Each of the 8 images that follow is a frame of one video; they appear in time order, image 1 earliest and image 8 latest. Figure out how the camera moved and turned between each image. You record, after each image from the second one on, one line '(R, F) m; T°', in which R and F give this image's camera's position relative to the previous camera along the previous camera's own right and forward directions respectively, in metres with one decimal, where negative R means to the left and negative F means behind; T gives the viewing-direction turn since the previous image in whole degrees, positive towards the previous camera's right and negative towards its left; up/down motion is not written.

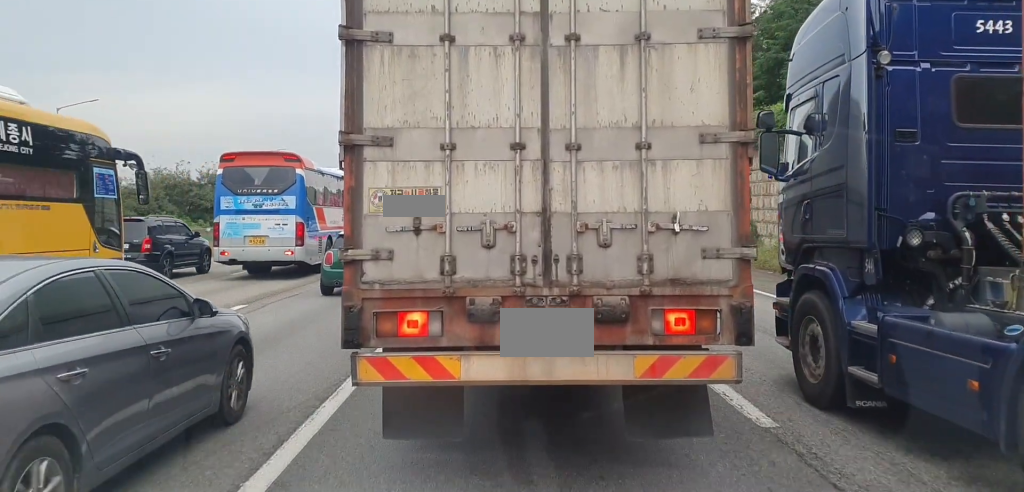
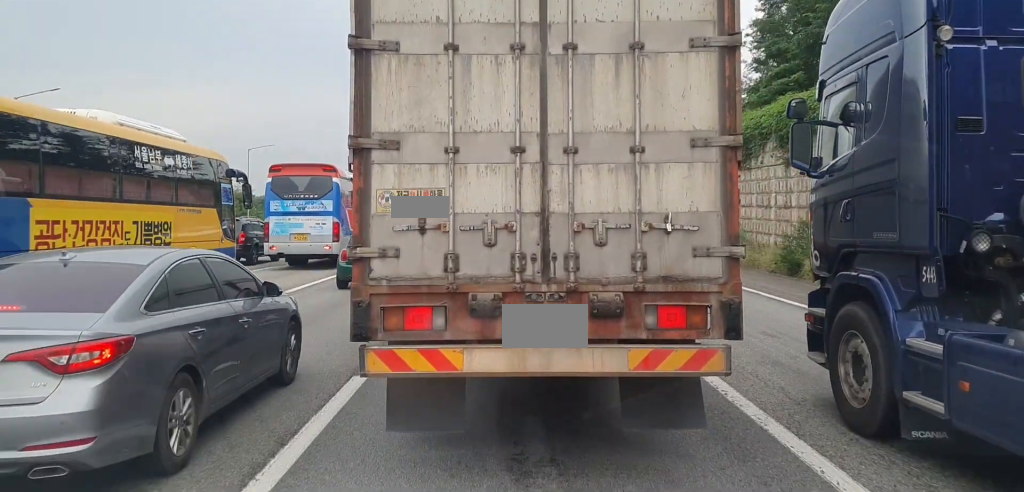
(+0.2, +5.3) m; +1°
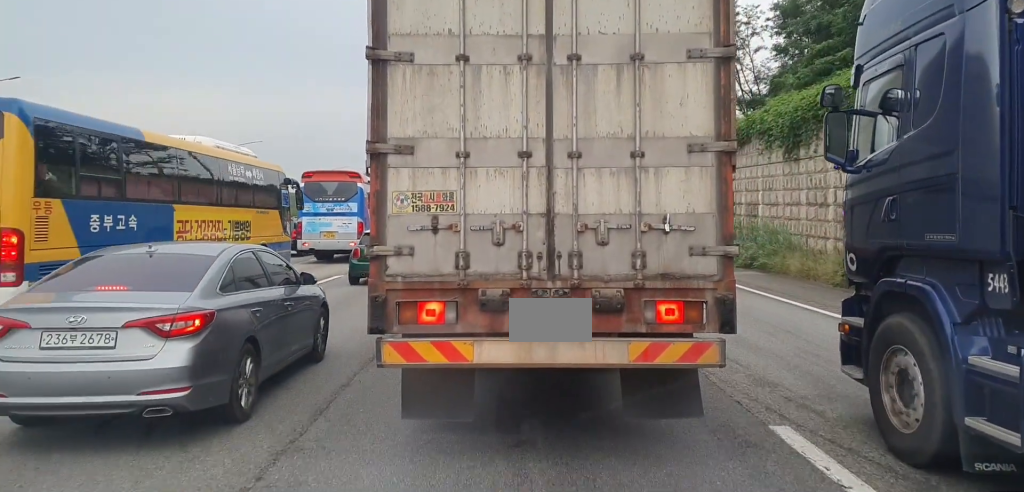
(0.0, +5.5) m; -3°
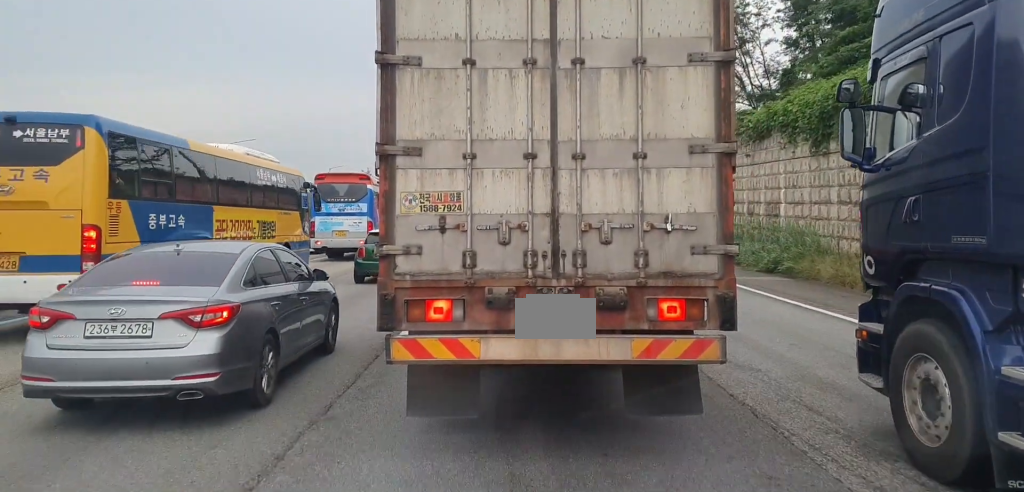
(-0.2, +2.5) m; -1°
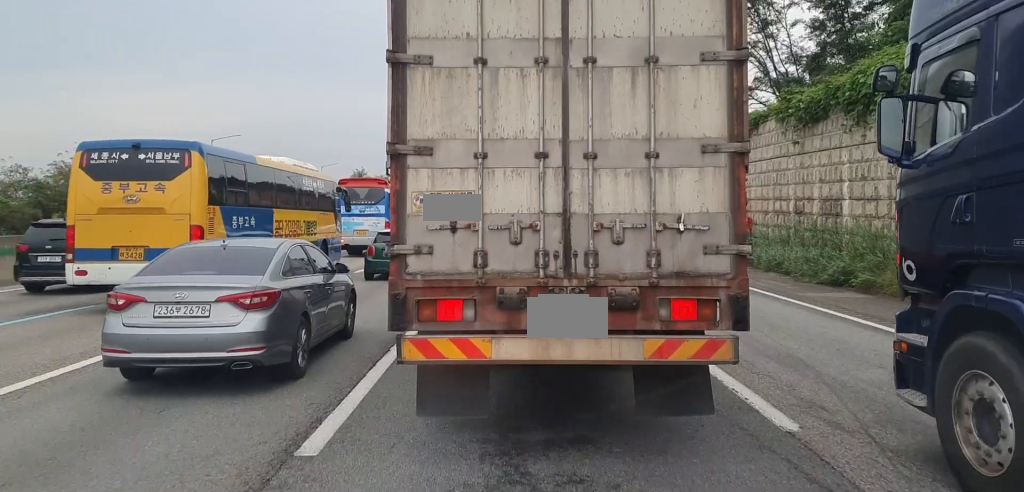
(+0.1, +5.4) m; +2°
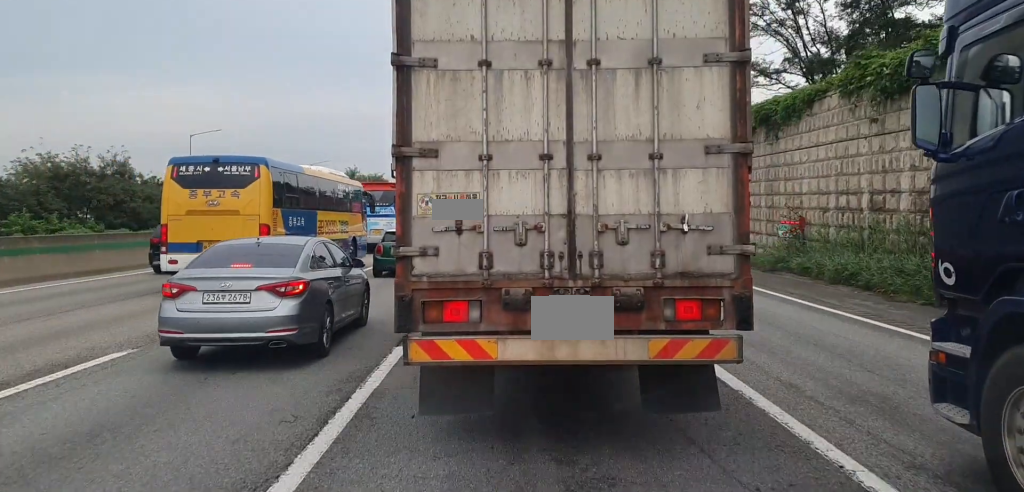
(+0.1, +5.9) m; +1°
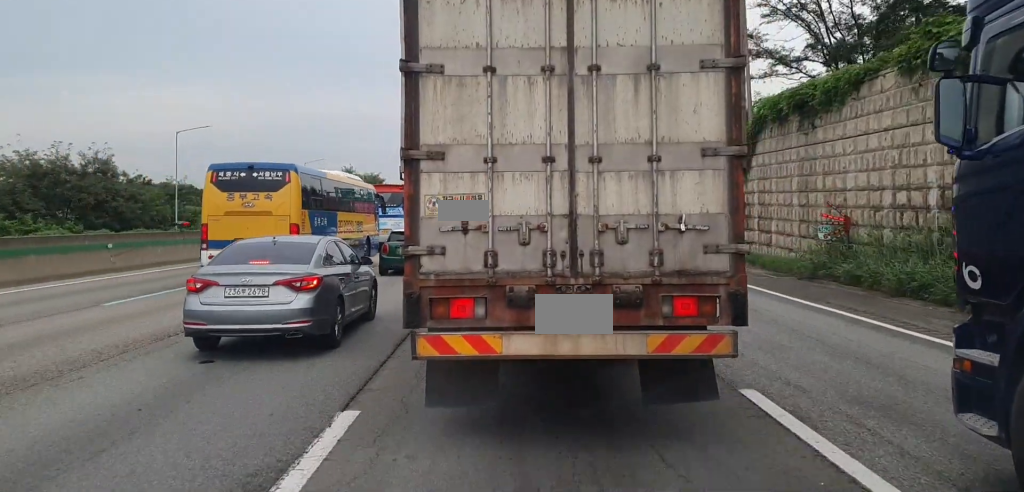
(0.0, +3.6) m; 0°
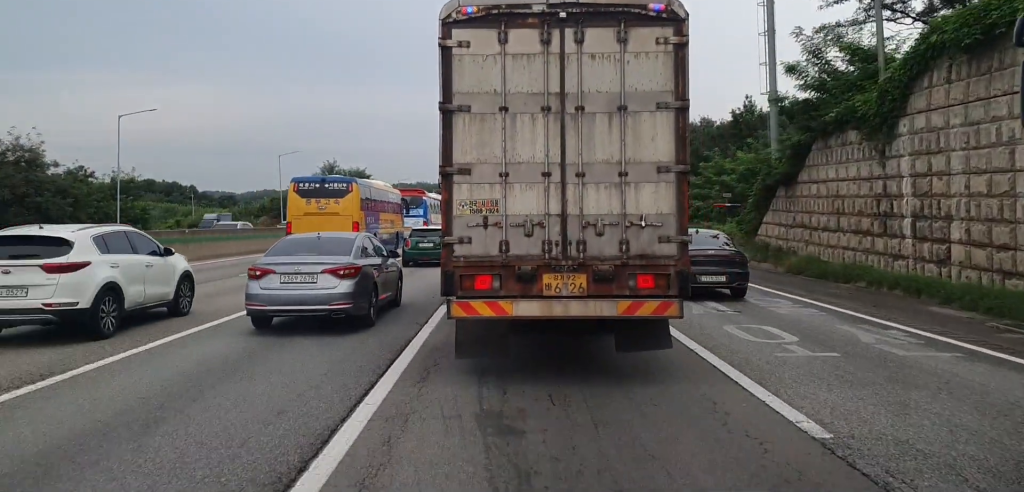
(0.0, +12.7) m; 0°
